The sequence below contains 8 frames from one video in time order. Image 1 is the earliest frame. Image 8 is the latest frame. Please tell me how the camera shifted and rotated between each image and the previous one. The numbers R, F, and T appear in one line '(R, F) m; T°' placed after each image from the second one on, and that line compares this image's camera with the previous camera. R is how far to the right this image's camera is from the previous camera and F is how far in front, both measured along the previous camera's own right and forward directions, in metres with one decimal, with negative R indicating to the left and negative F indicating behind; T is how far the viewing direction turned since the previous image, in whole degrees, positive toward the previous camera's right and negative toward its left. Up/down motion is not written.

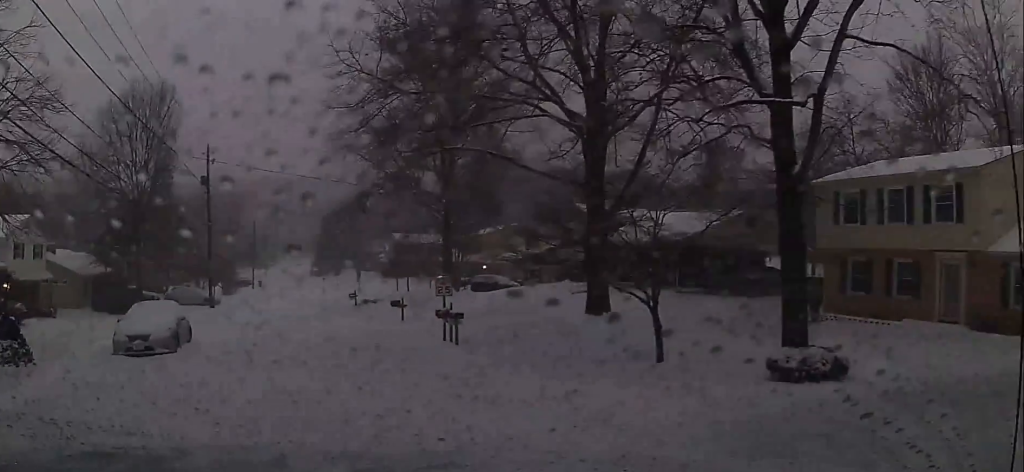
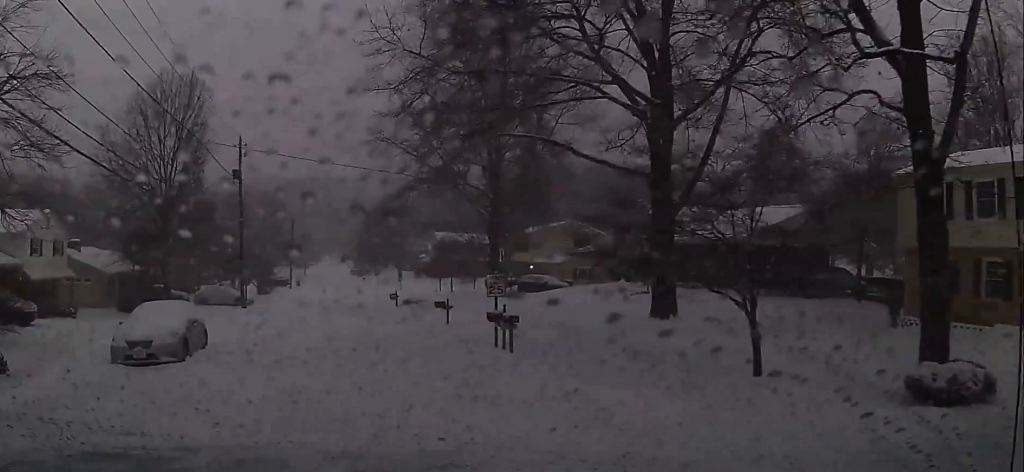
(0.0, +2.7) m; -2°
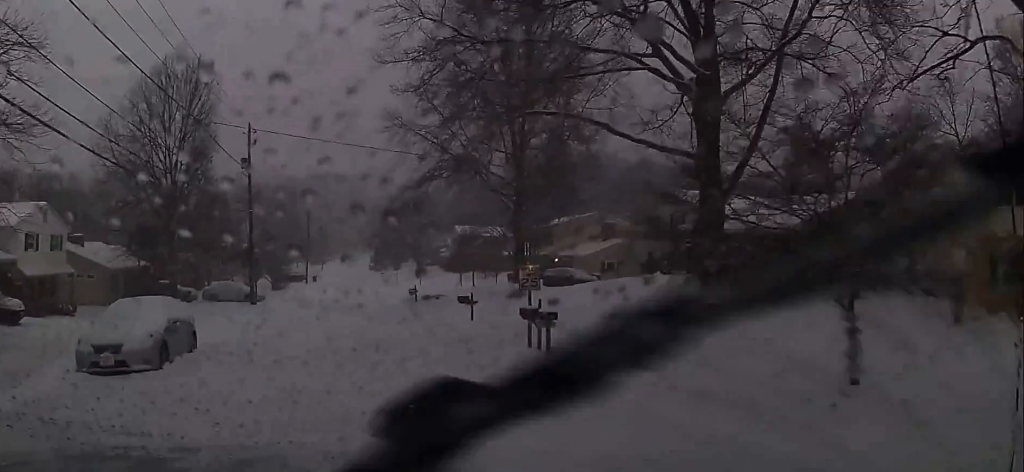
(-0.1, +2.7) m; -1°
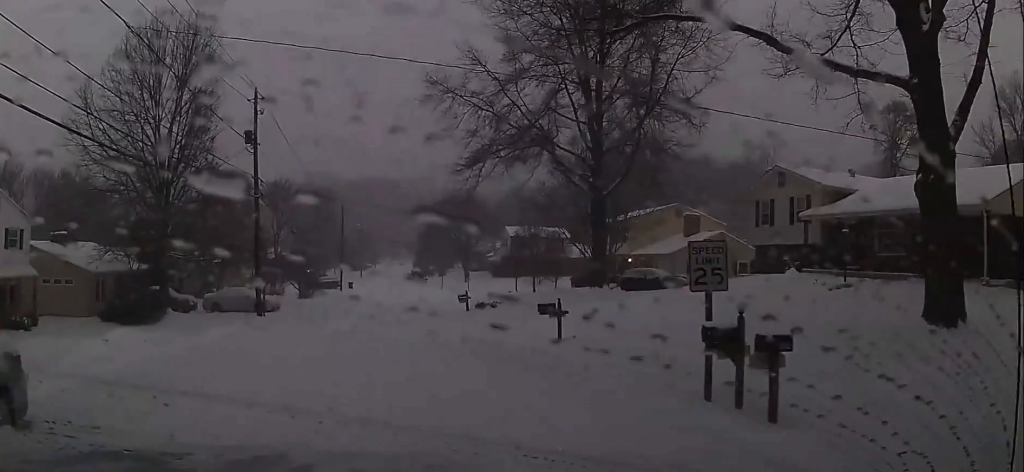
(-0.4, +9.7) m; -4°
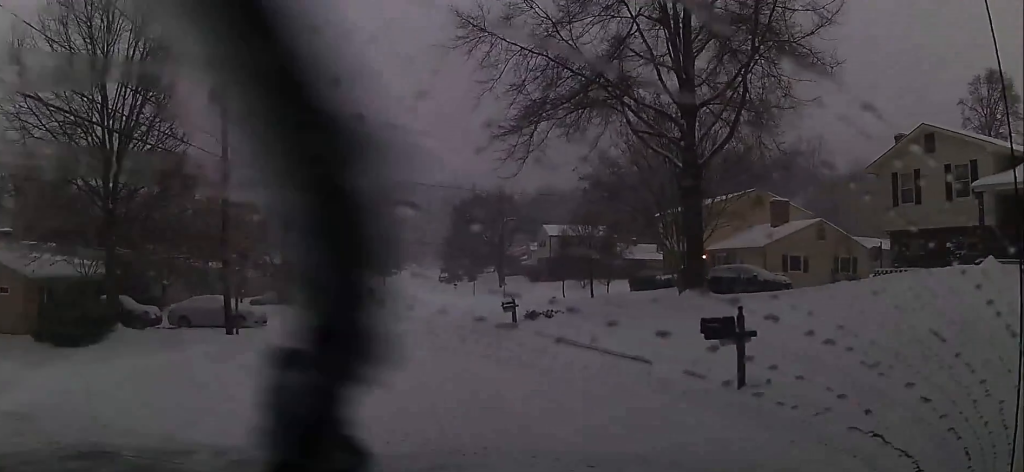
(-0.4, +10.1) m; -1°
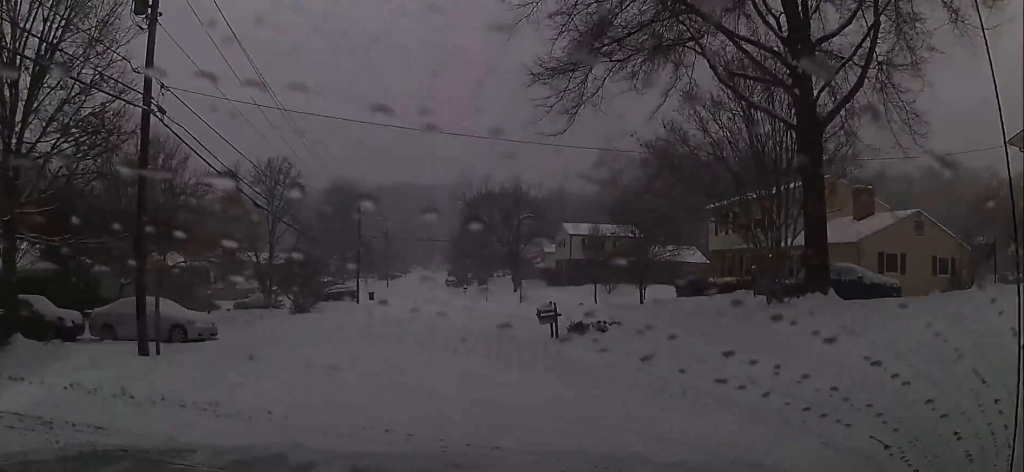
(+0.4, +8.7) m; 0°
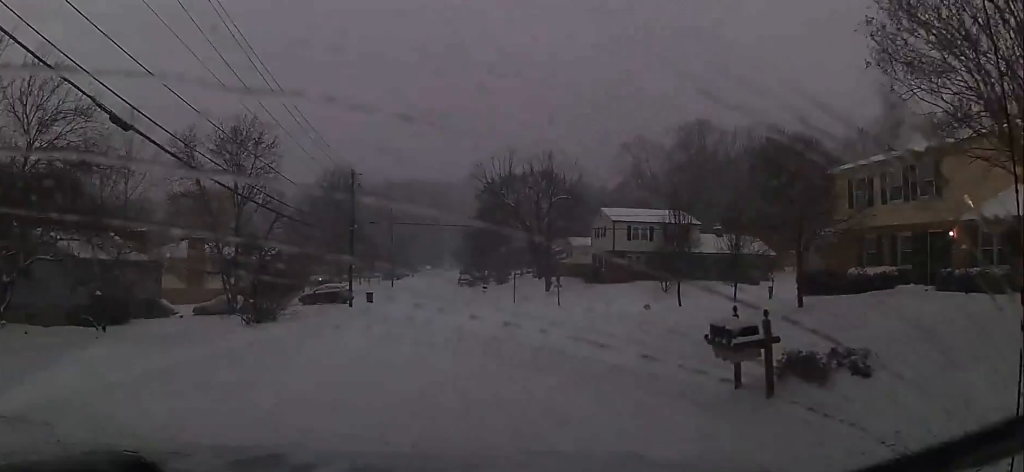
(-0.4, +14.9) m; 0°
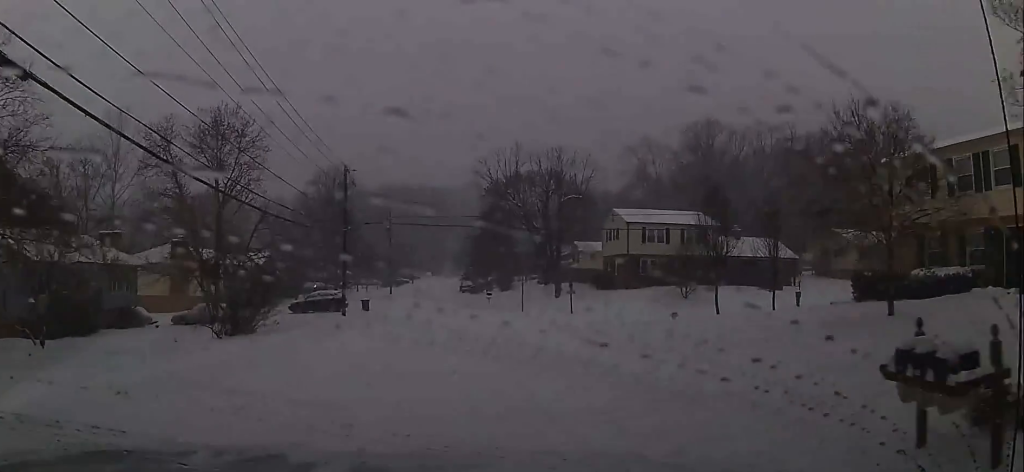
(0.0, +4.7) m; +1°
